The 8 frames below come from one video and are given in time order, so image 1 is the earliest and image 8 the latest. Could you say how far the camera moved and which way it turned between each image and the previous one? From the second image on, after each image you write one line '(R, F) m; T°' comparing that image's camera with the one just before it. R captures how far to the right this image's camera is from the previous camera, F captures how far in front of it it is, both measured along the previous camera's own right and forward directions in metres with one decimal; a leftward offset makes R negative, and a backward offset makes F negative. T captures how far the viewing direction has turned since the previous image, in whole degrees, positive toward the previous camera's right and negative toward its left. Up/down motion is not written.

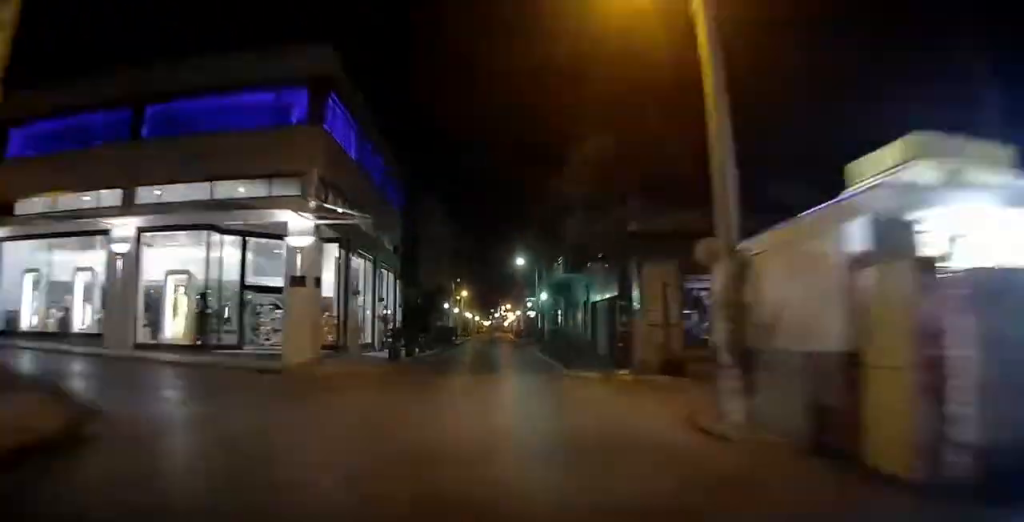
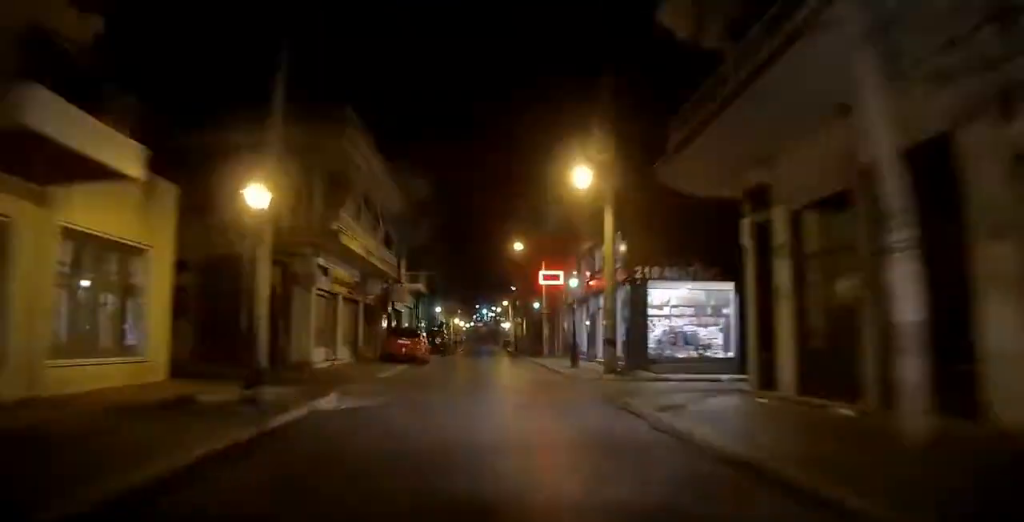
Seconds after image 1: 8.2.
(-3.7, +114.1) m; 0°
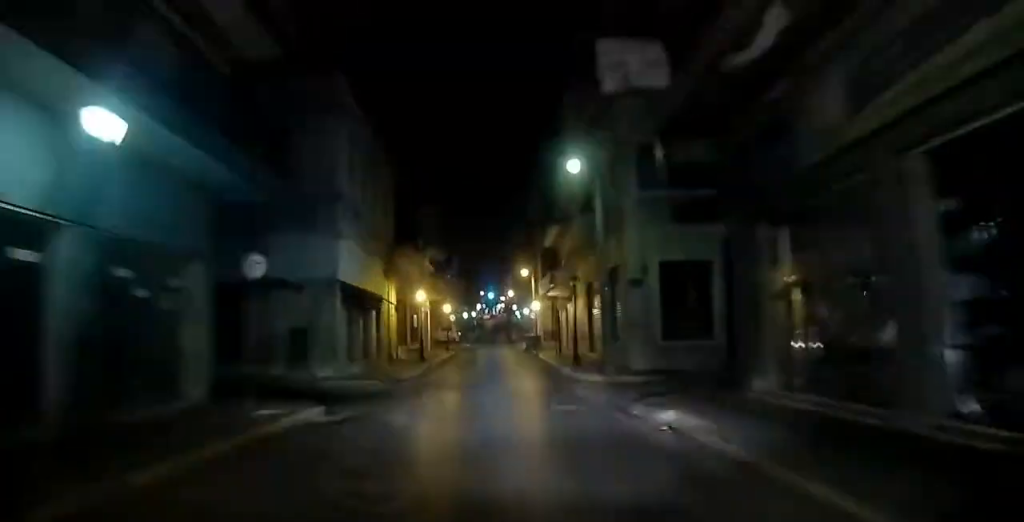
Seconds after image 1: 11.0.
(+1.2, +43.0) m; +1°
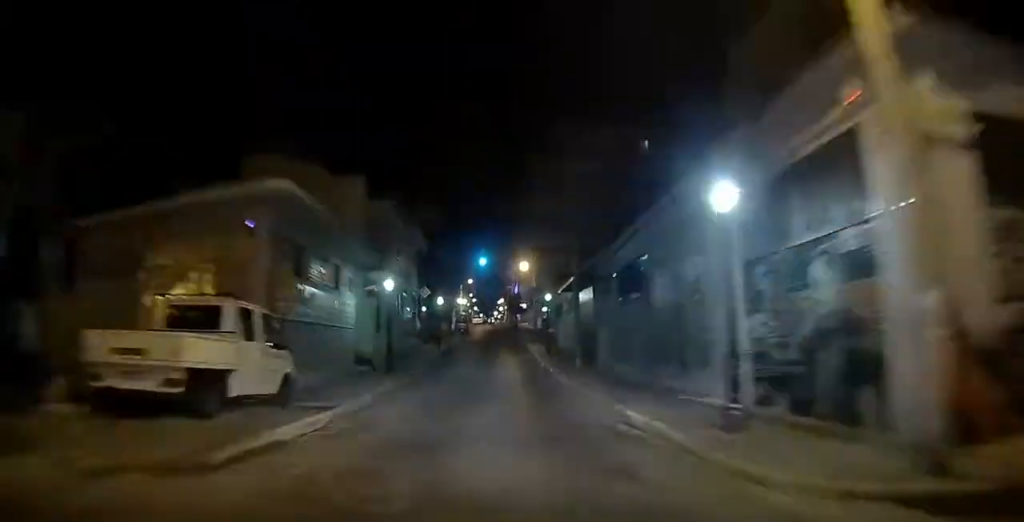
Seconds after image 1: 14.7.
(+0.5, +56.2) m; +1°
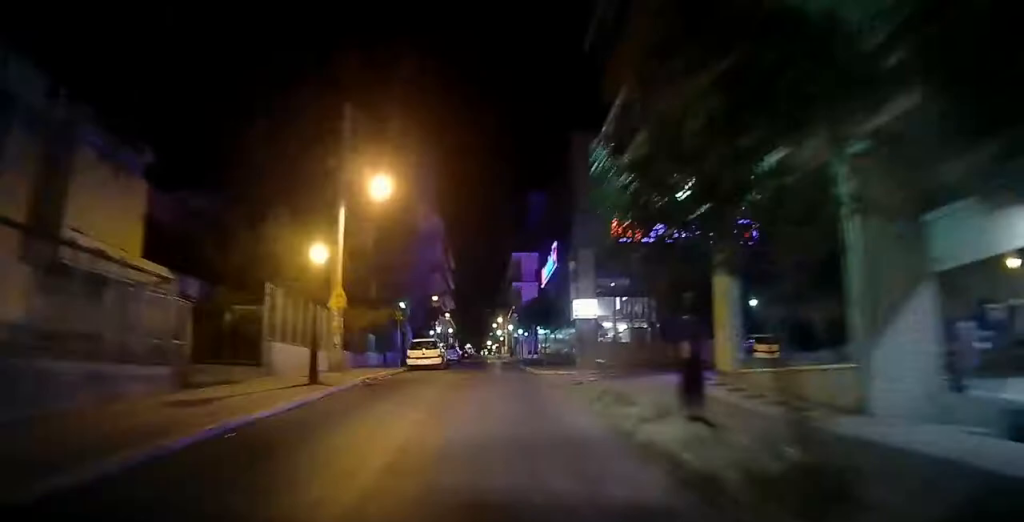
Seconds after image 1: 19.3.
(+0.9, +71.3) m; +1°
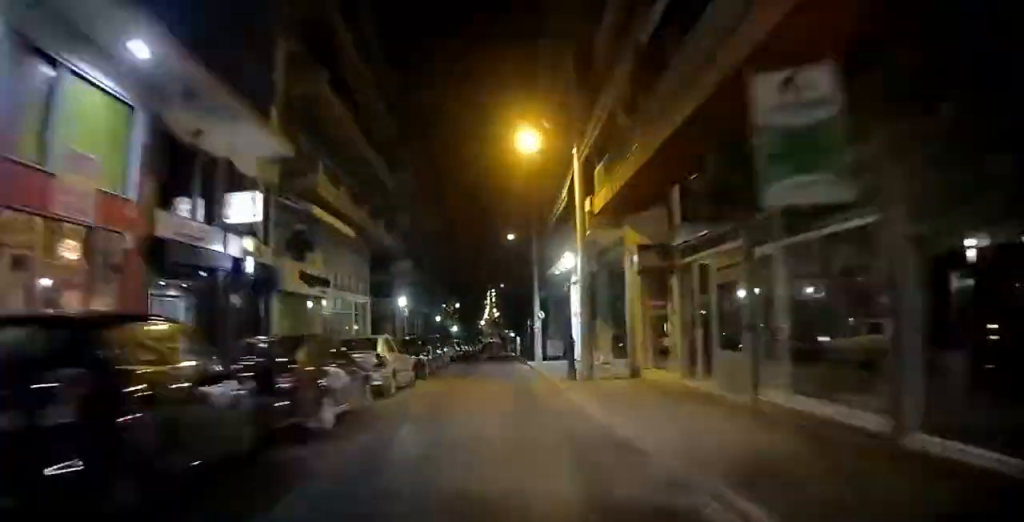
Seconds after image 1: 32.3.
(-3.0, +182.5) m; -2°
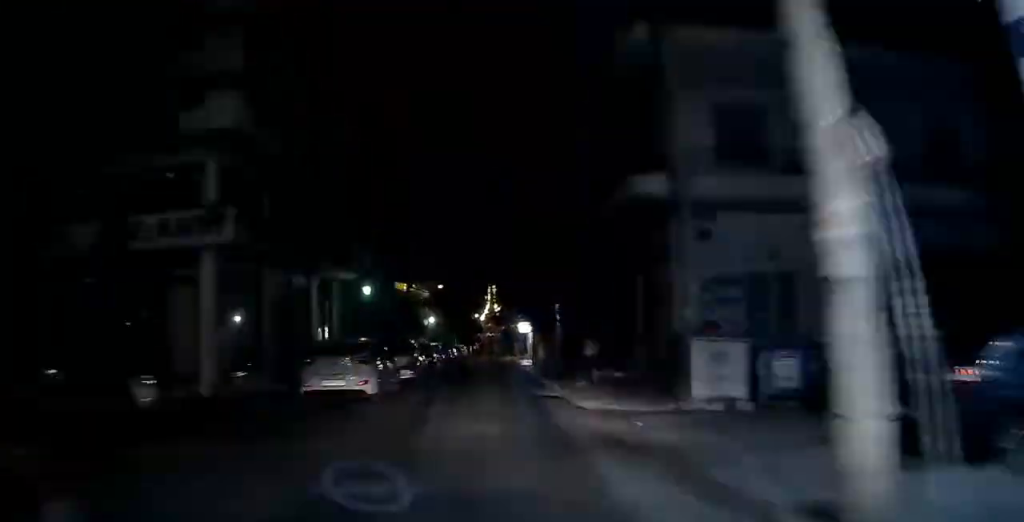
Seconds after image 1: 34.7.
(+0.1, +29.7) m; -1°
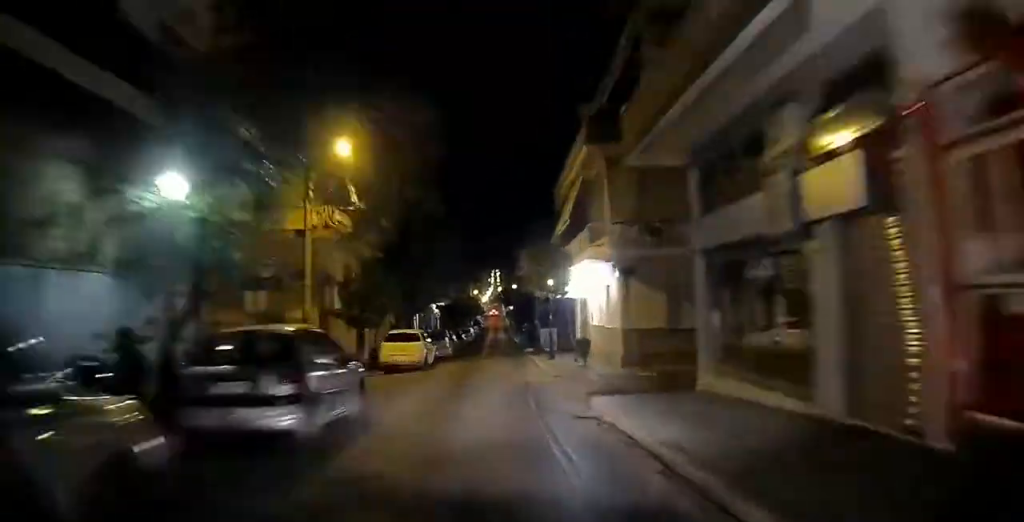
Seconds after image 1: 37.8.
(+0.2, +40.3) m; -1°
